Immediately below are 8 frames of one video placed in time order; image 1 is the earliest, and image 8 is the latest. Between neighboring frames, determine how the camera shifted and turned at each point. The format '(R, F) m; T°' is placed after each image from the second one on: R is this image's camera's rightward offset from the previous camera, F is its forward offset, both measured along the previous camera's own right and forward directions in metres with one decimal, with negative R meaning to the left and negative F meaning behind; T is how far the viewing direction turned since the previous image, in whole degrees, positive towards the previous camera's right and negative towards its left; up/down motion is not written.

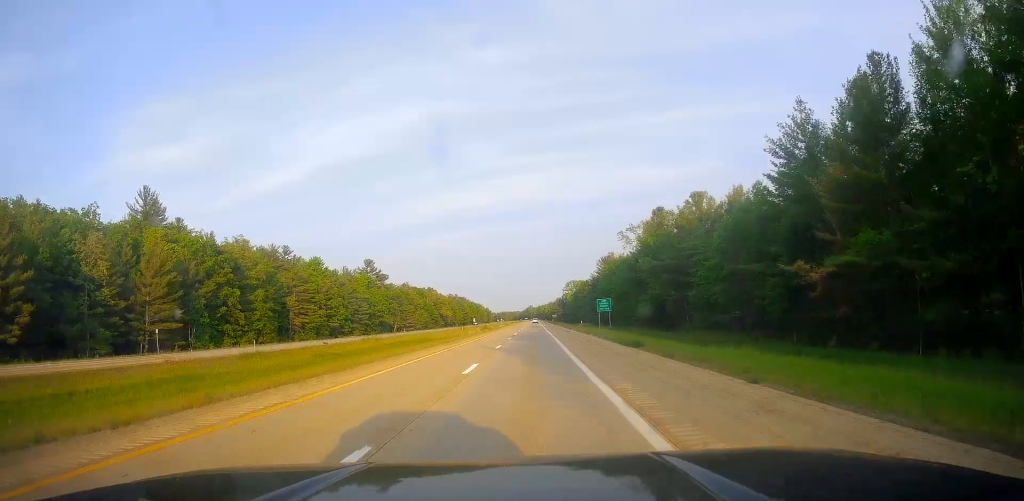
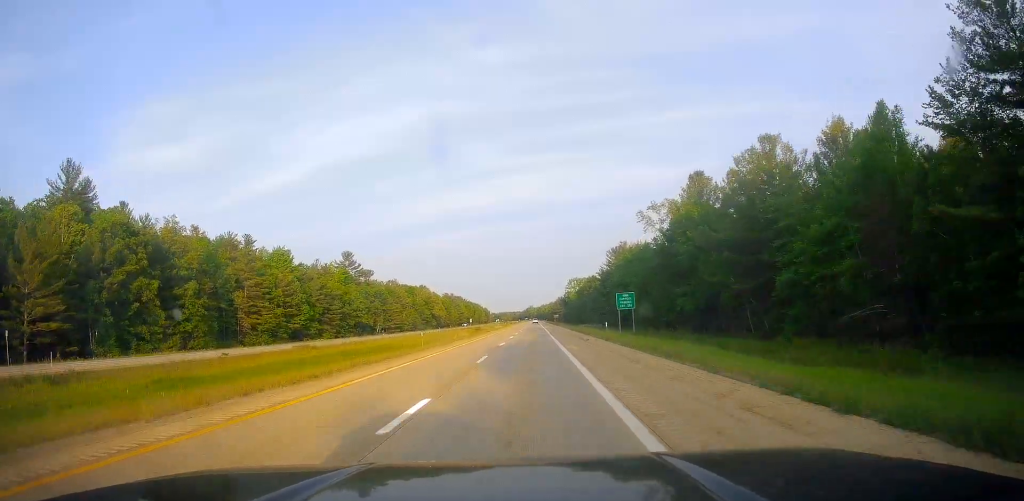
(+0.5, +25.2) m; 0°
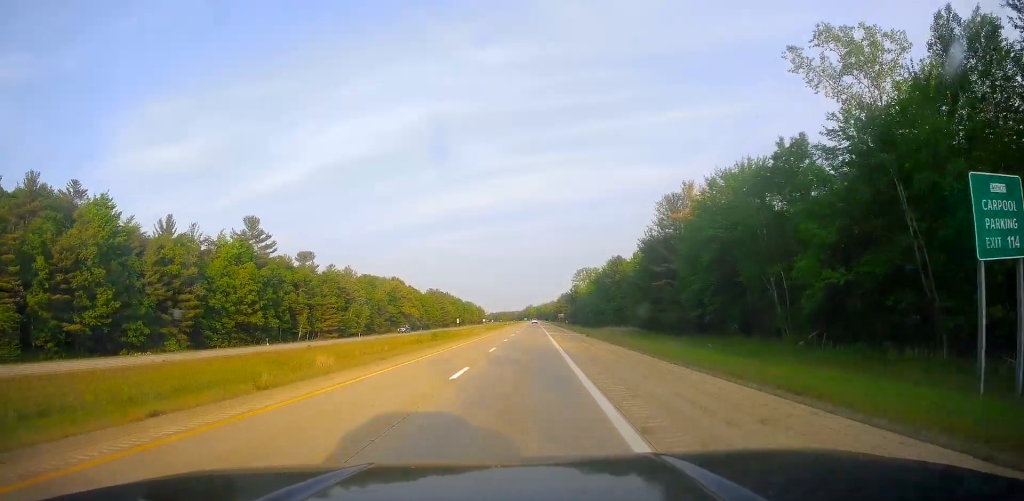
(-0.8, +67.3) m; 0°
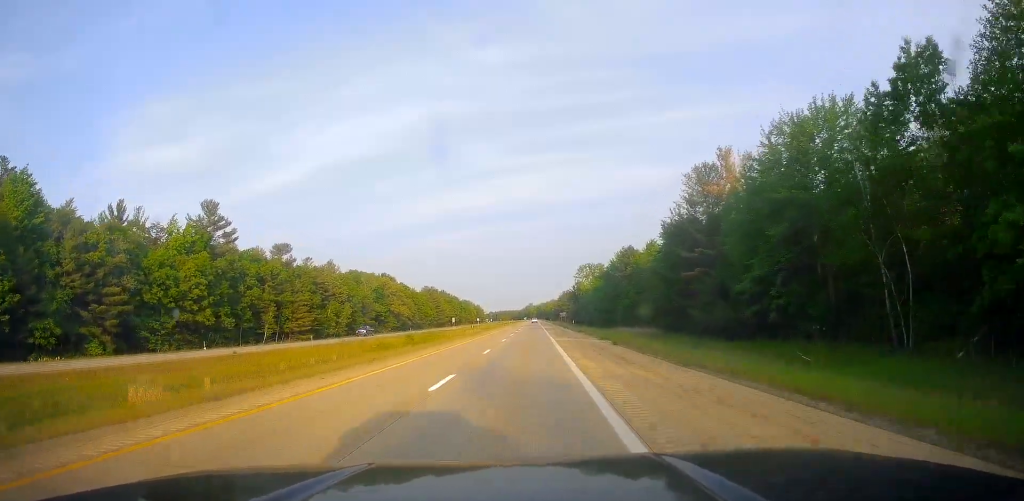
(0.0, +18.0) m; 0°
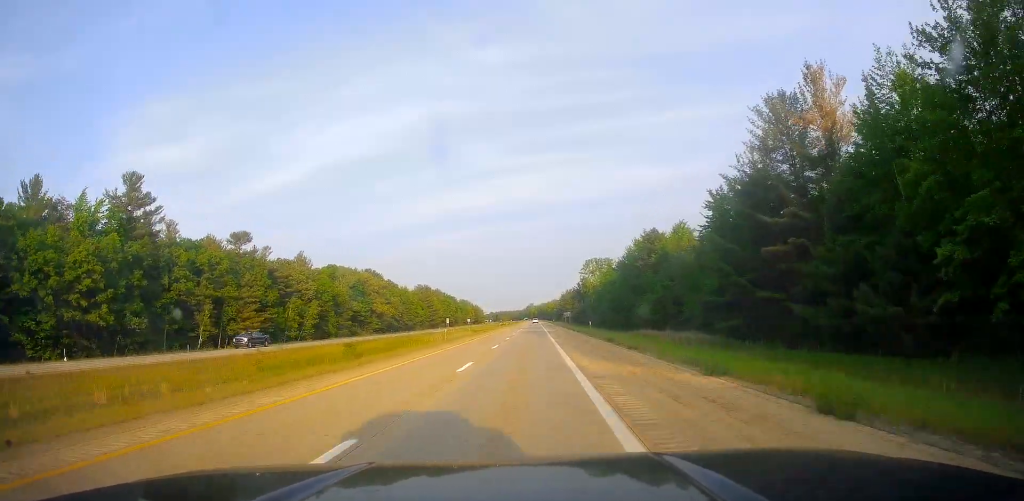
(0.0, +25.1) m; 0°
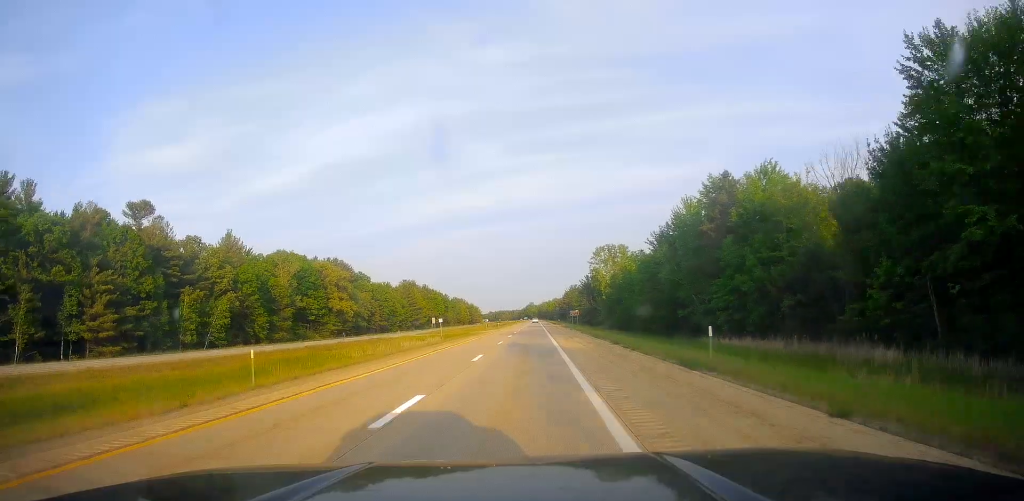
(-0.1, +40.6) m; +1°
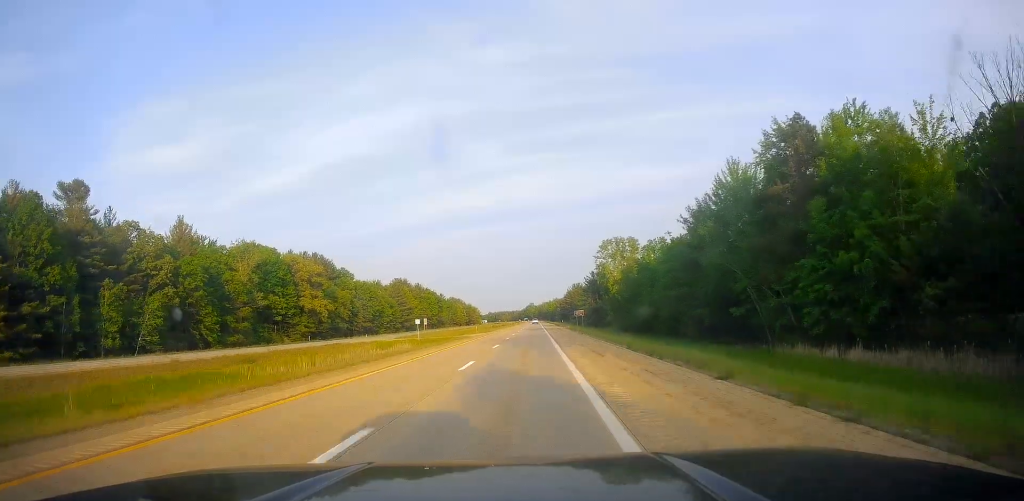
(+0.3, +19.1) m; 0°
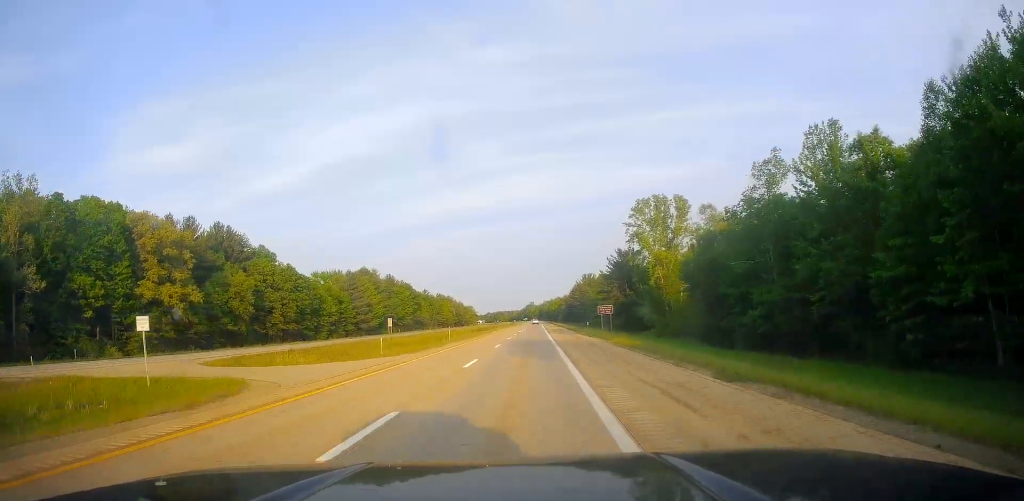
(-0.2, +58.6) m; 0°
